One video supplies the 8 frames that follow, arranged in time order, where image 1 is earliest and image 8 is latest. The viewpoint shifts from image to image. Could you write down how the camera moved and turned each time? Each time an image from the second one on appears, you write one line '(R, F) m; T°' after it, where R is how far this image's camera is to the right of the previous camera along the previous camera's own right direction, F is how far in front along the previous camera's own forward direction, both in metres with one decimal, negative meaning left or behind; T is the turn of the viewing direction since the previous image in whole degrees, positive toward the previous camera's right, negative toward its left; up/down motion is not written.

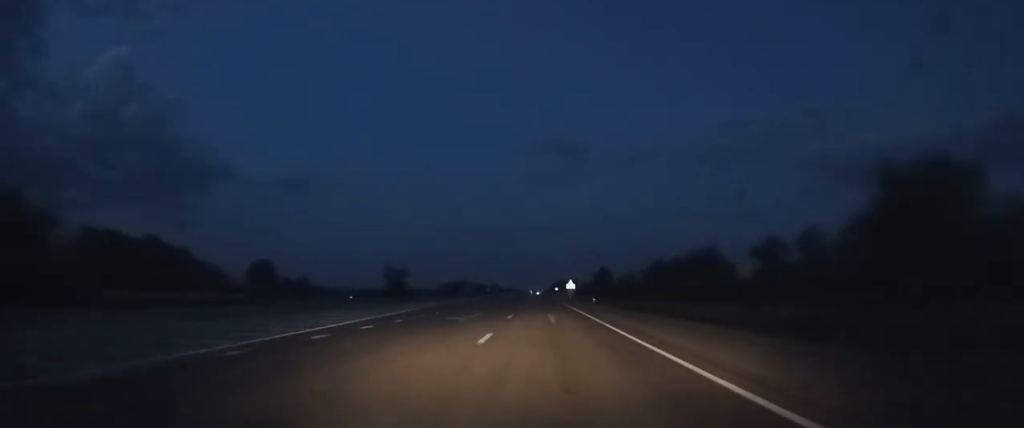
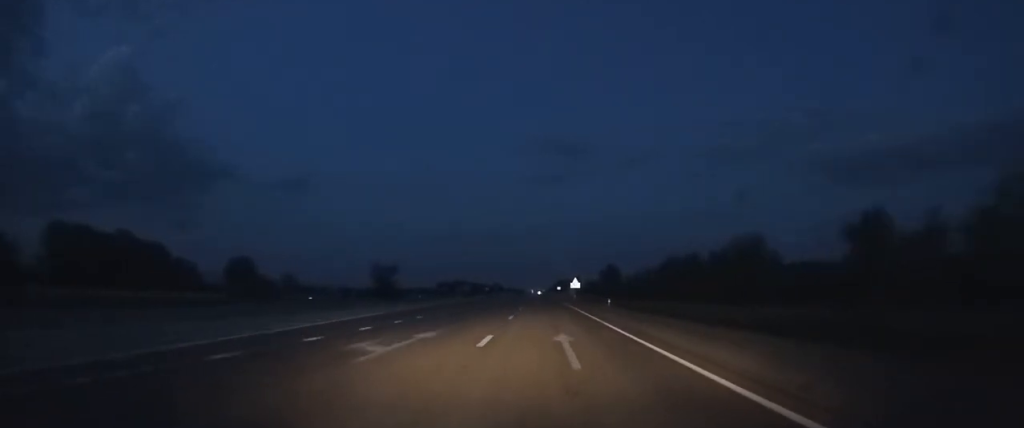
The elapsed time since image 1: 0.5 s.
(0.0, +10.9) m; 0°
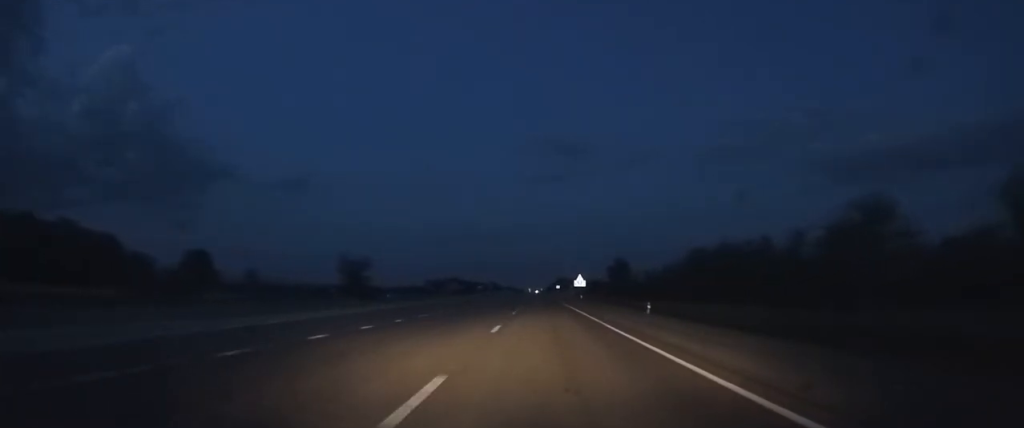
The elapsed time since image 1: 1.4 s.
(0.0, +15.3) m; 0°
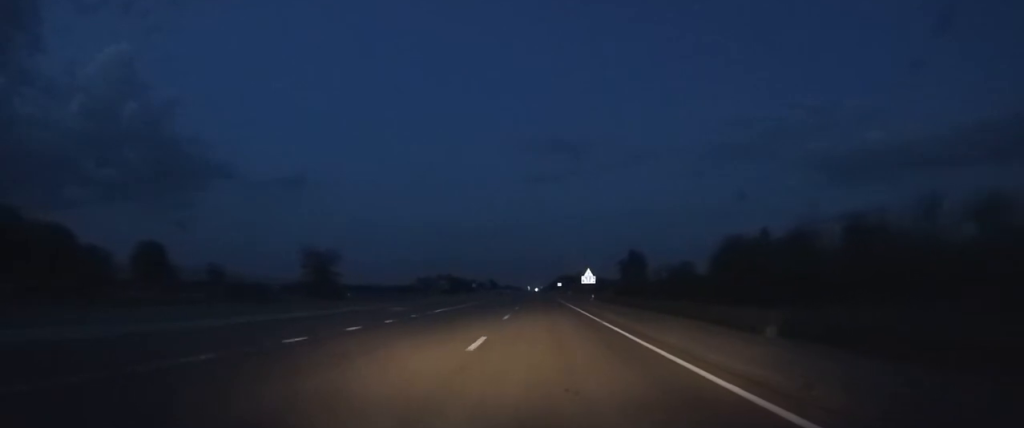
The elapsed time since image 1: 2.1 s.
(0.0, +12.9) m; 0°
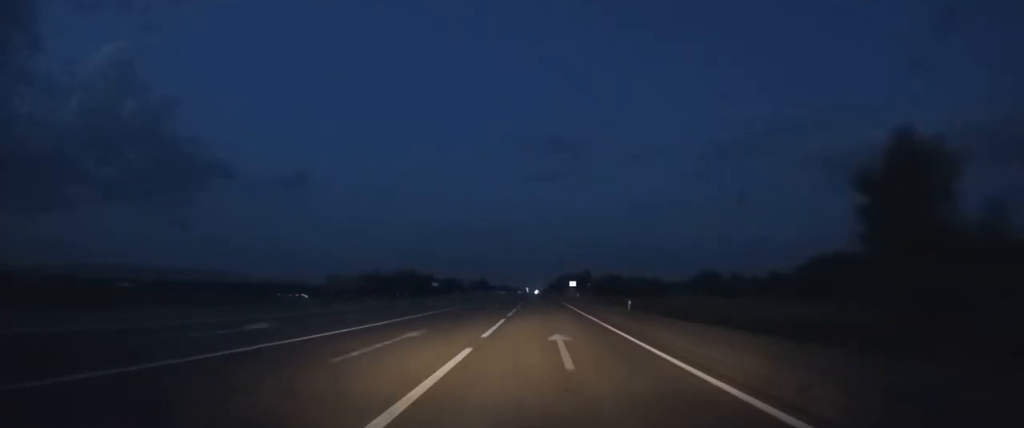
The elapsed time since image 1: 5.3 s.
(-0.3, +71.6) m; 0°
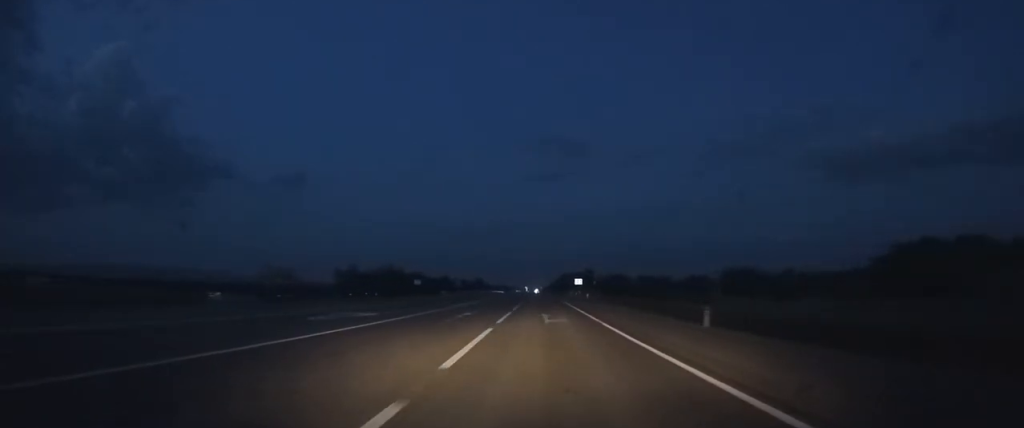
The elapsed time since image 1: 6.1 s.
(+0.1, +20.5) m; 0°
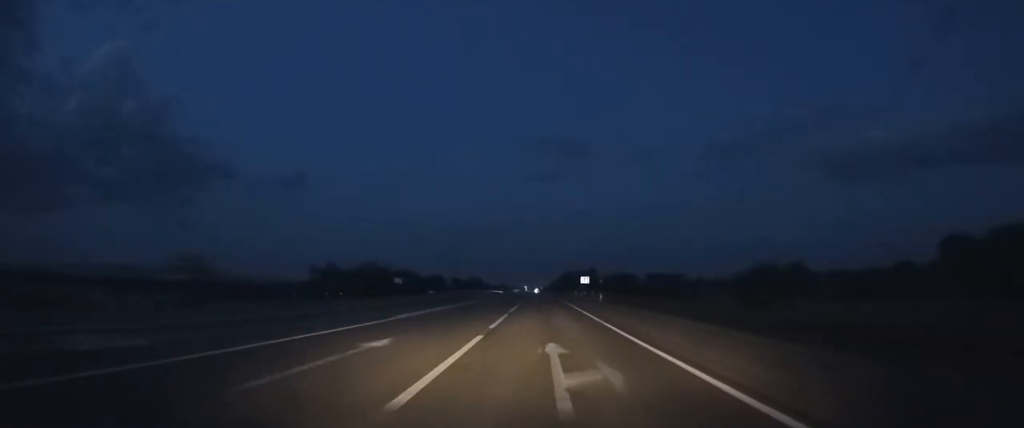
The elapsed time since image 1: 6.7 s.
(0.0, +16.9) m; 0°
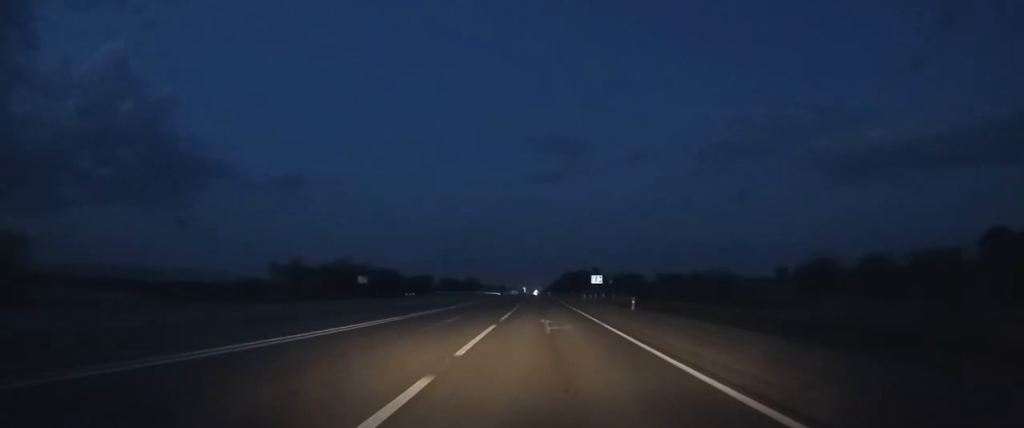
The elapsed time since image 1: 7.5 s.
(0.0, +20.3) m; 0°
